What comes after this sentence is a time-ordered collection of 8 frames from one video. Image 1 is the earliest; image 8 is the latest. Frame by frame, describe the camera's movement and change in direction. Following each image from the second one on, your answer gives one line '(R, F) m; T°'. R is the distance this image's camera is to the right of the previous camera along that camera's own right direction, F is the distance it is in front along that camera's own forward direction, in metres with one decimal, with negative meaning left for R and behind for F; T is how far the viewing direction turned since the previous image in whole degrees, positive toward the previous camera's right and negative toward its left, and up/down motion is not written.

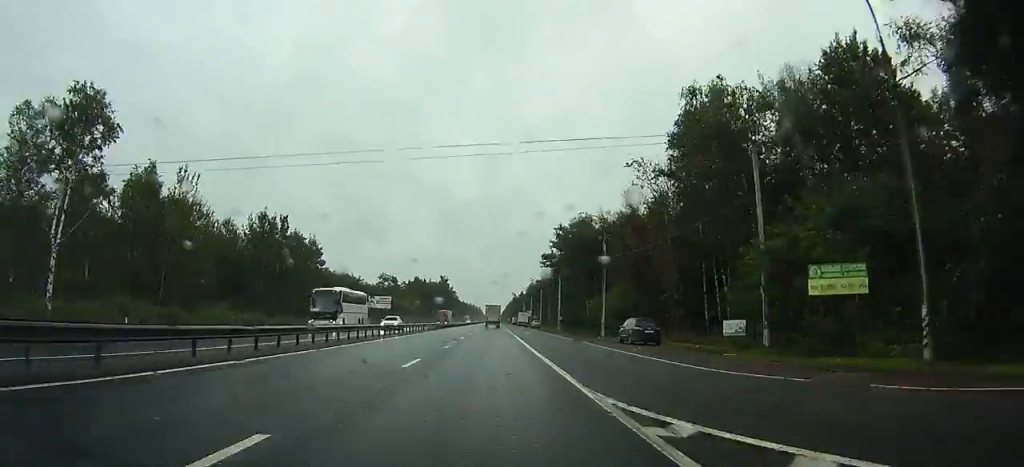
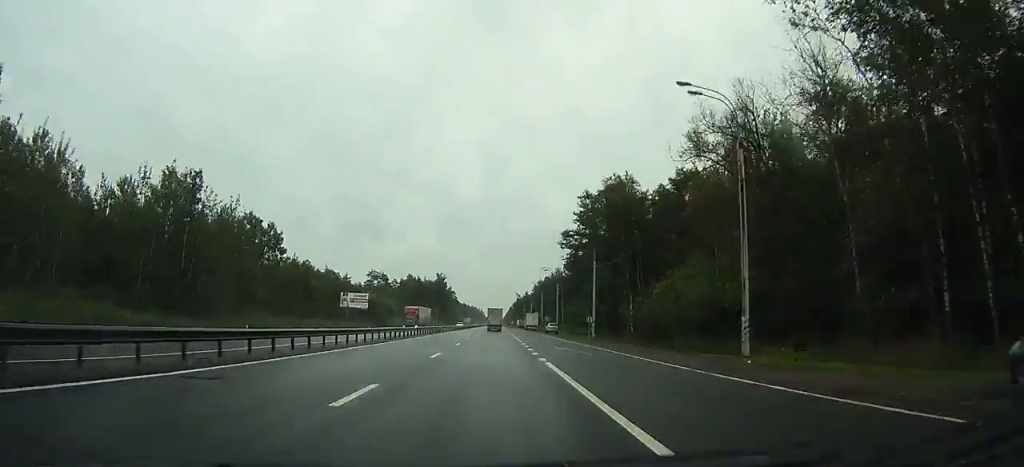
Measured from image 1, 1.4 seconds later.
(0.0, +30.8) m; 0°
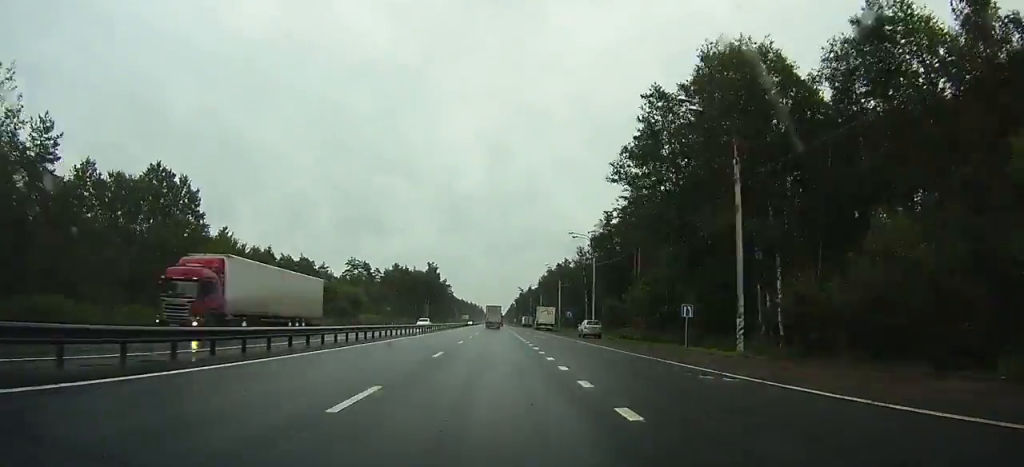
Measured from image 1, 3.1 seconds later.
(-0.2, +36.6) m; 0°
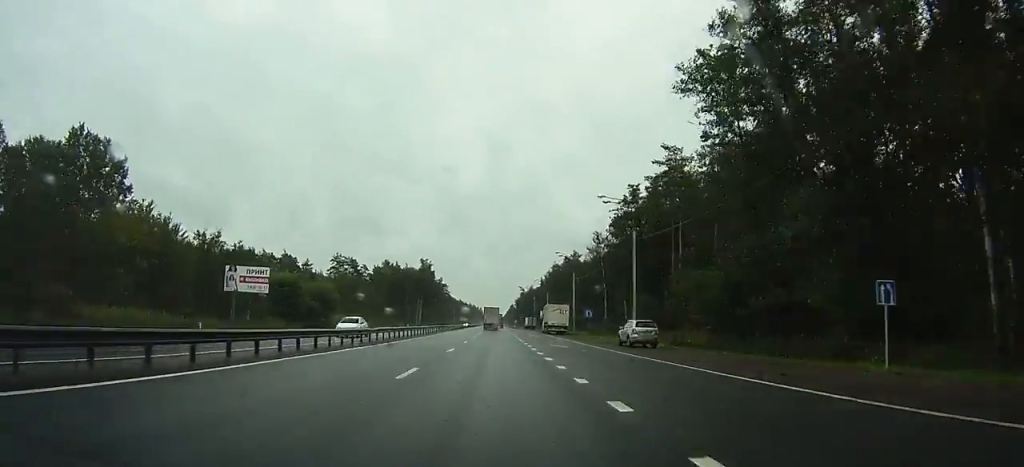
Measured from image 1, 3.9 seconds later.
(0.0, +19.0) m; 0°
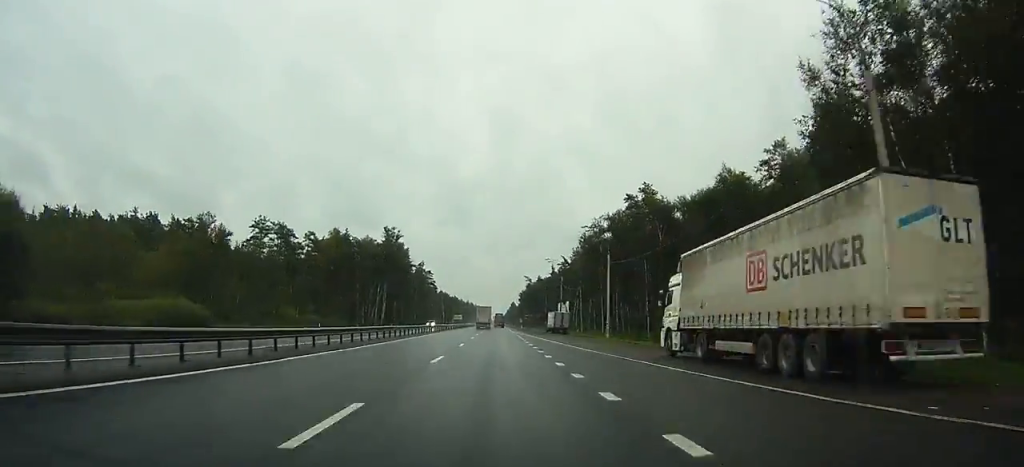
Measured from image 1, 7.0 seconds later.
(+0.2, +66.9) m; 0°
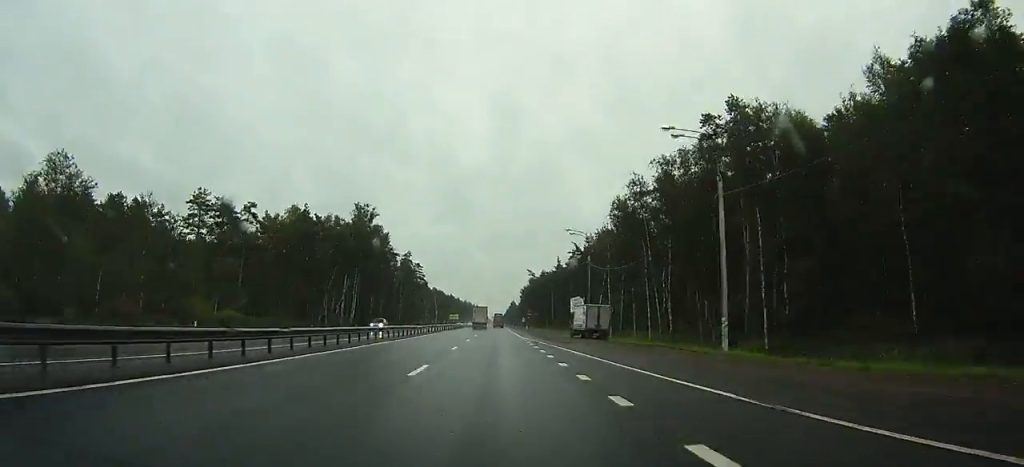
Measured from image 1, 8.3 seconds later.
(0.0, +28.9) m; 0°
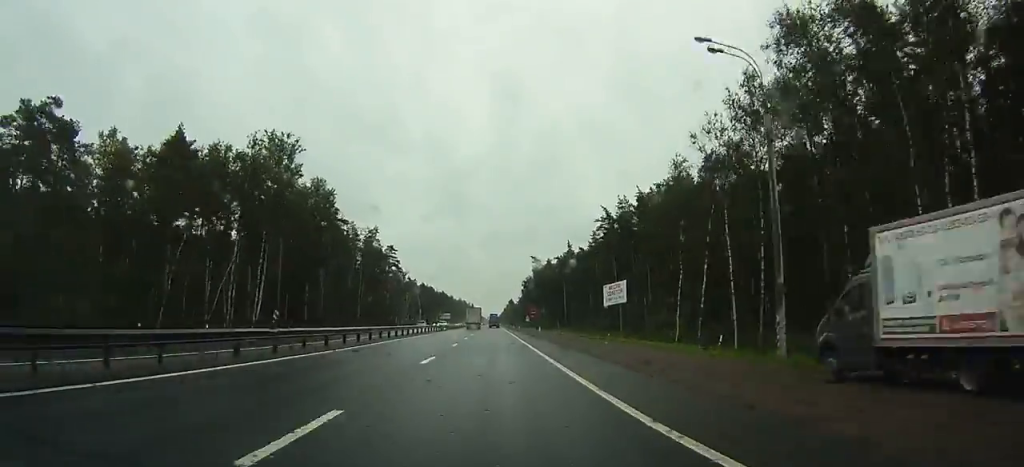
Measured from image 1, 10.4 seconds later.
(0.0, +44.4) m; 0°
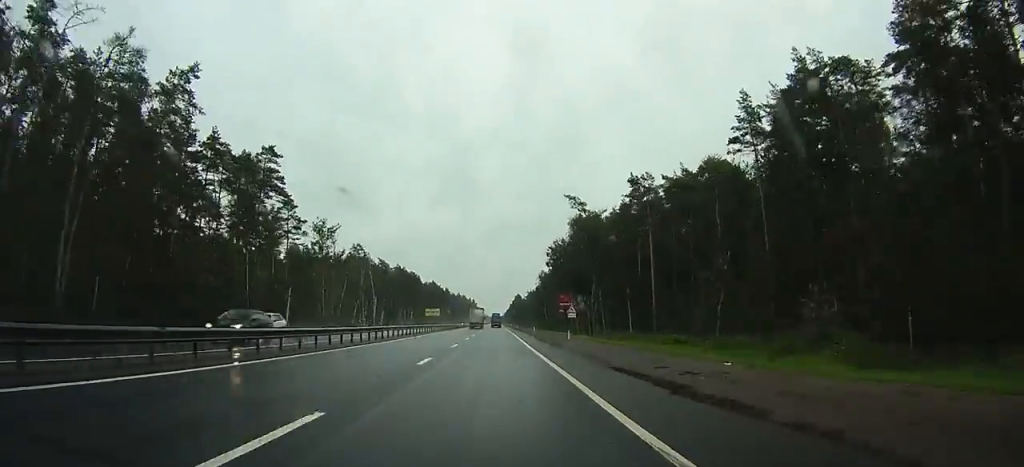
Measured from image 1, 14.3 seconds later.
(+0.1, +84.2) m; 0°
